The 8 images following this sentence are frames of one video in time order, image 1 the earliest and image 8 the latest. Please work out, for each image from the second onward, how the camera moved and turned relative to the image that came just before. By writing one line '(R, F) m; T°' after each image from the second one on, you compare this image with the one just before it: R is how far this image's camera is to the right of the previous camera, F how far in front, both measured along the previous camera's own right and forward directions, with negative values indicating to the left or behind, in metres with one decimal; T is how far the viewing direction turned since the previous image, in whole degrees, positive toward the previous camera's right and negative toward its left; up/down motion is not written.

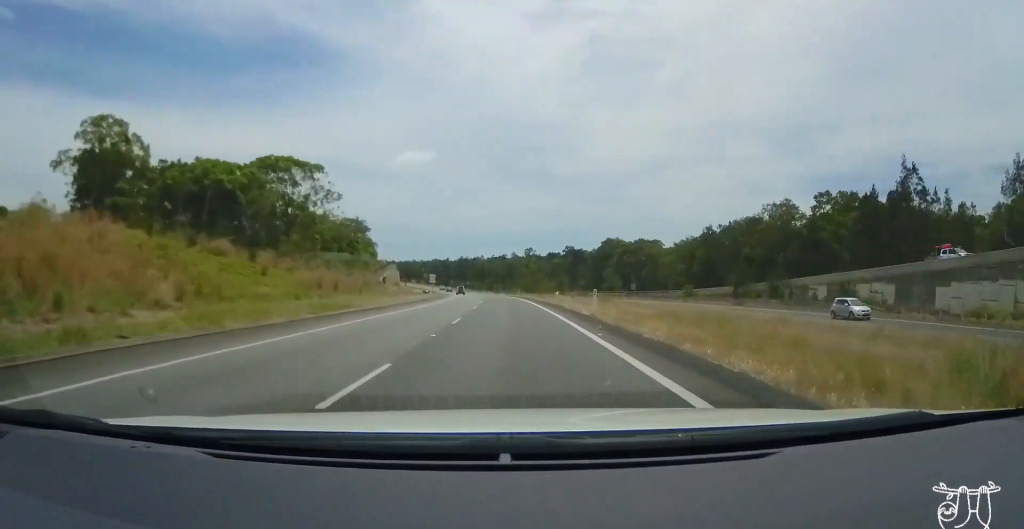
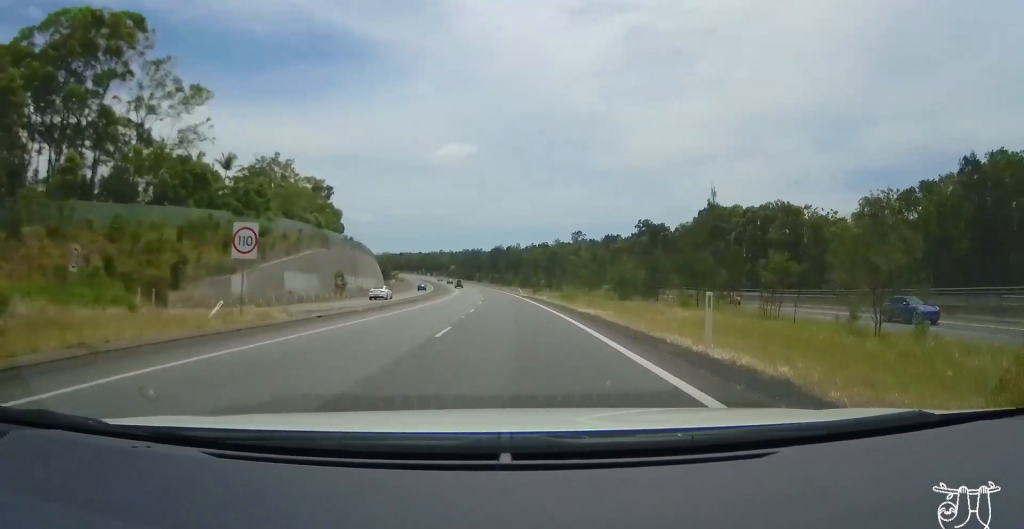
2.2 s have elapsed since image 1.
(-2.4, +66.7) m; -3°
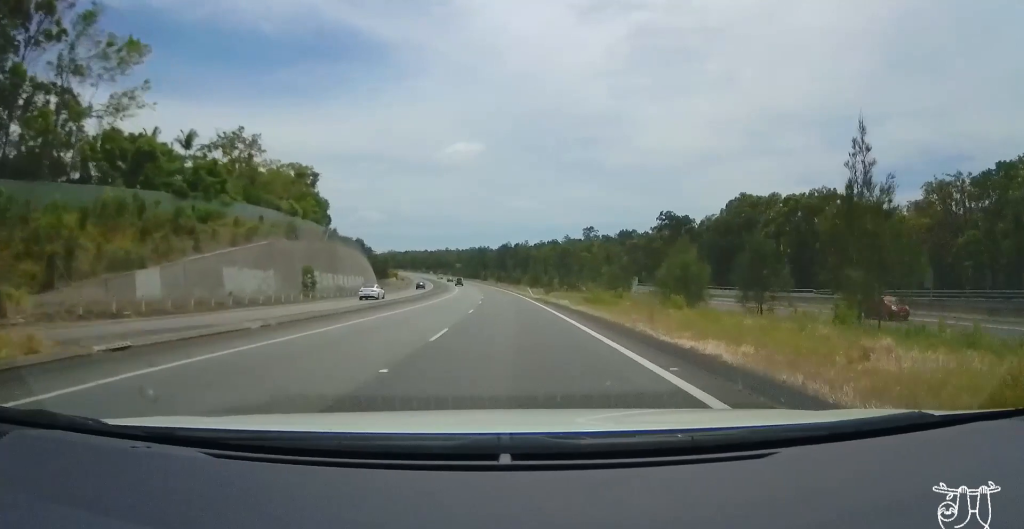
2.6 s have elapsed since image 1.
(+0.1, +13.3) m; 0°
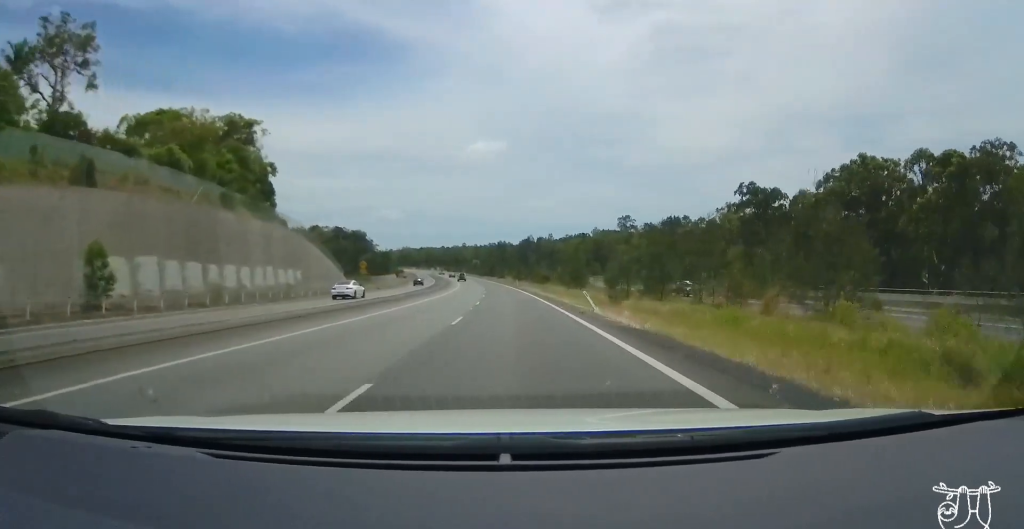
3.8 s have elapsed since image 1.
(-0.8, +33.7) m; -3°
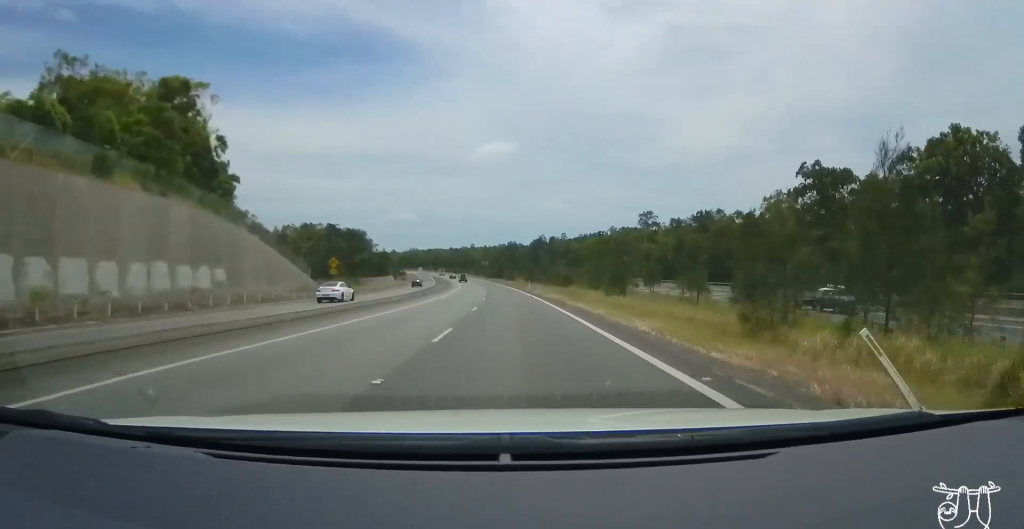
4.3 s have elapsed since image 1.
(-0.5, +16.9) m; -2°
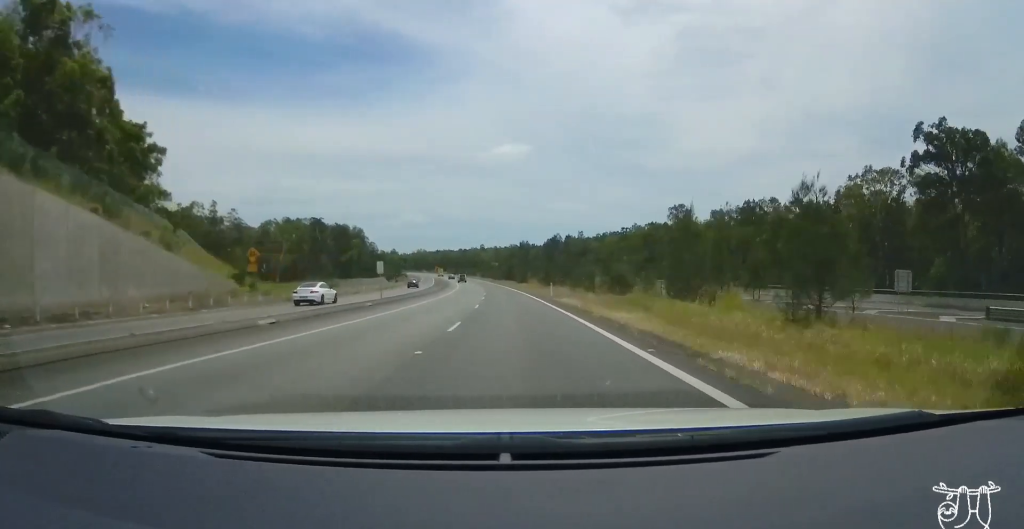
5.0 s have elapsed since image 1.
(-0.5, +21.7) m; -1°
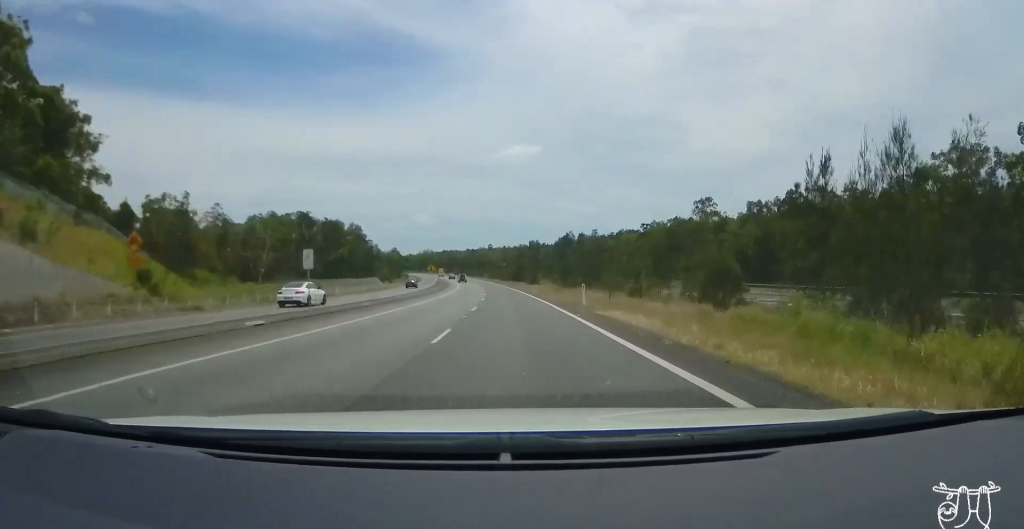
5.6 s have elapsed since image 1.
(-0.3, +15.7) m; 0°
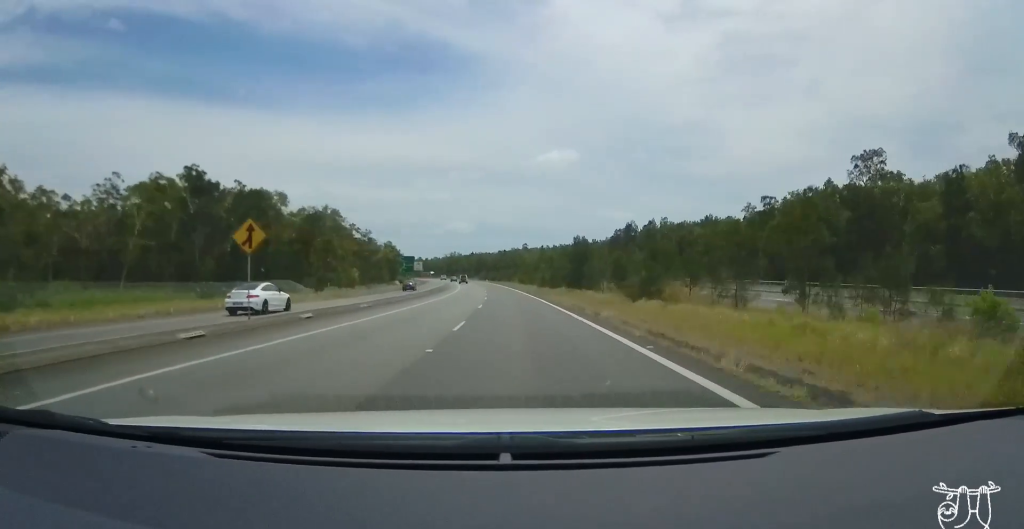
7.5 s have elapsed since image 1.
(-1.7, +58.4) m; -6°
